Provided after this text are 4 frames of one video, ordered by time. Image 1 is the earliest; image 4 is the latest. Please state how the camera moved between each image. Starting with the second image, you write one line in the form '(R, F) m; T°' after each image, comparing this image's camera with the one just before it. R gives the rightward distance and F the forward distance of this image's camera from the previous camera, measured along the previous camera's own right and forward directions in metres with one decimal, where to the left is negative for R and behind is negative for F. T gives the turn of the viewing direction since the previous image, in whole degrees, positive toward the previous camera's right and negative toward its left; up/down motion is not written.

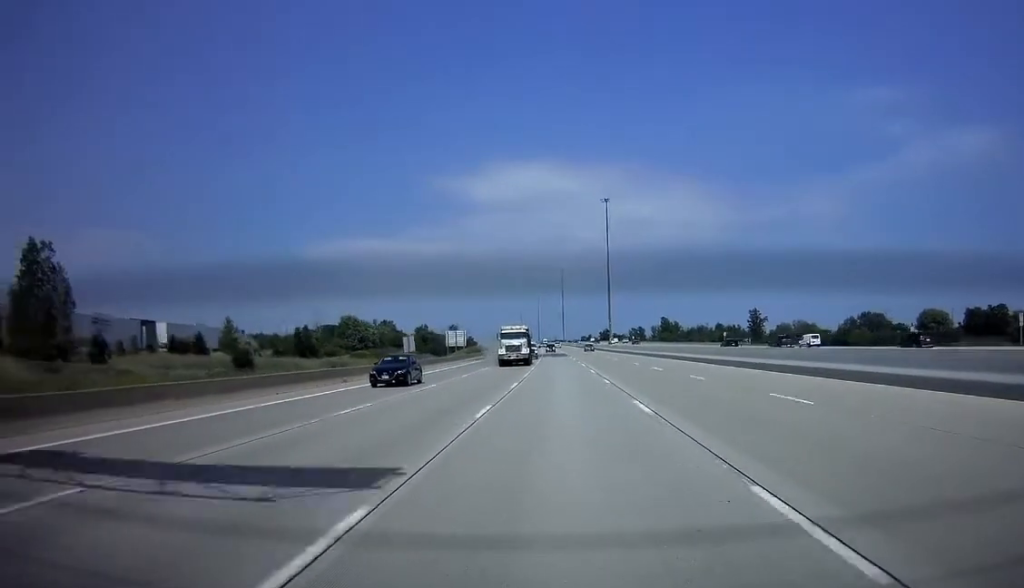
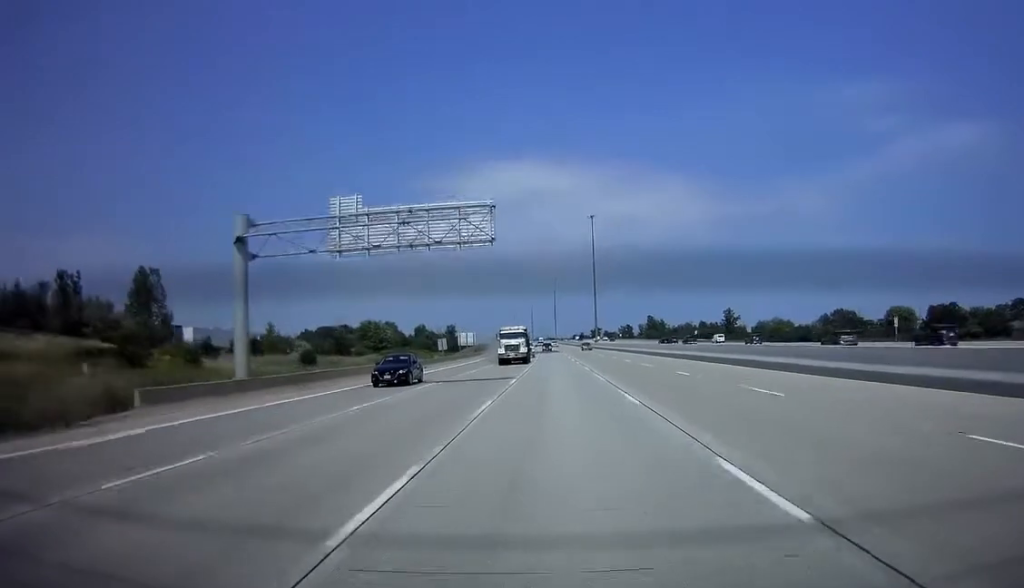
(+0.1, +25.2) m; 0°
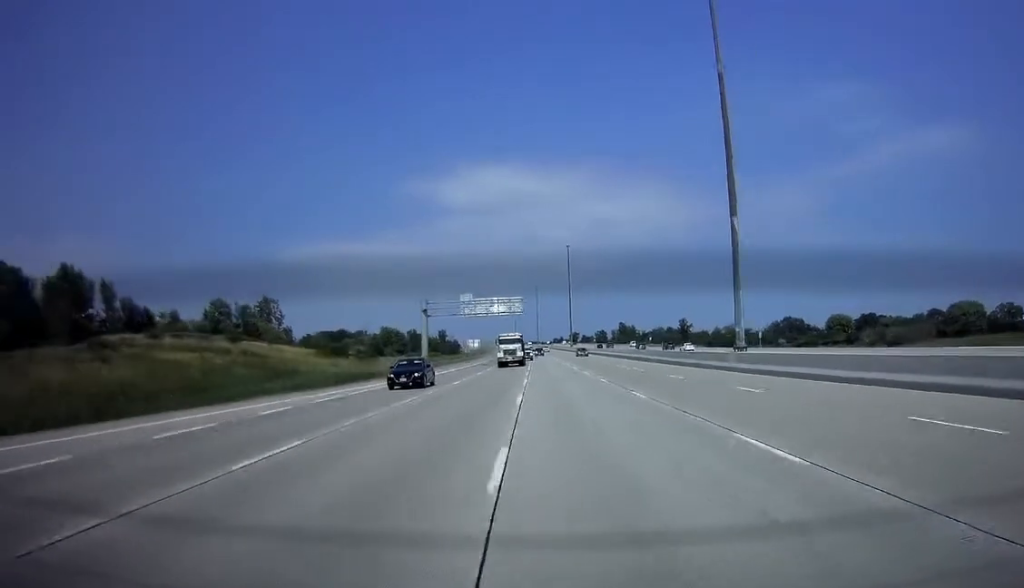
(+0.2, +50.3) m; 0°
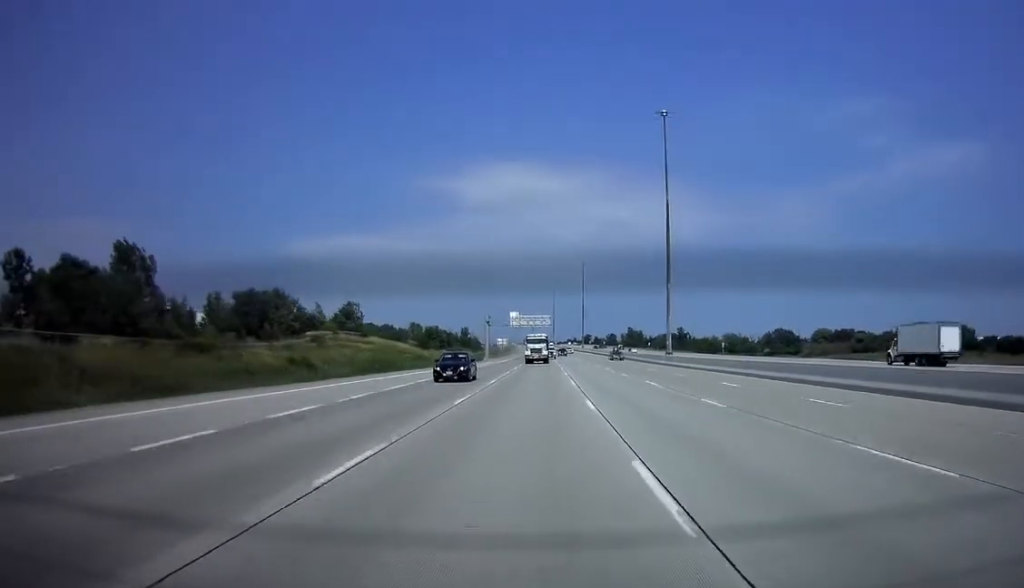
(+0.1, +45.4) m; 0°
